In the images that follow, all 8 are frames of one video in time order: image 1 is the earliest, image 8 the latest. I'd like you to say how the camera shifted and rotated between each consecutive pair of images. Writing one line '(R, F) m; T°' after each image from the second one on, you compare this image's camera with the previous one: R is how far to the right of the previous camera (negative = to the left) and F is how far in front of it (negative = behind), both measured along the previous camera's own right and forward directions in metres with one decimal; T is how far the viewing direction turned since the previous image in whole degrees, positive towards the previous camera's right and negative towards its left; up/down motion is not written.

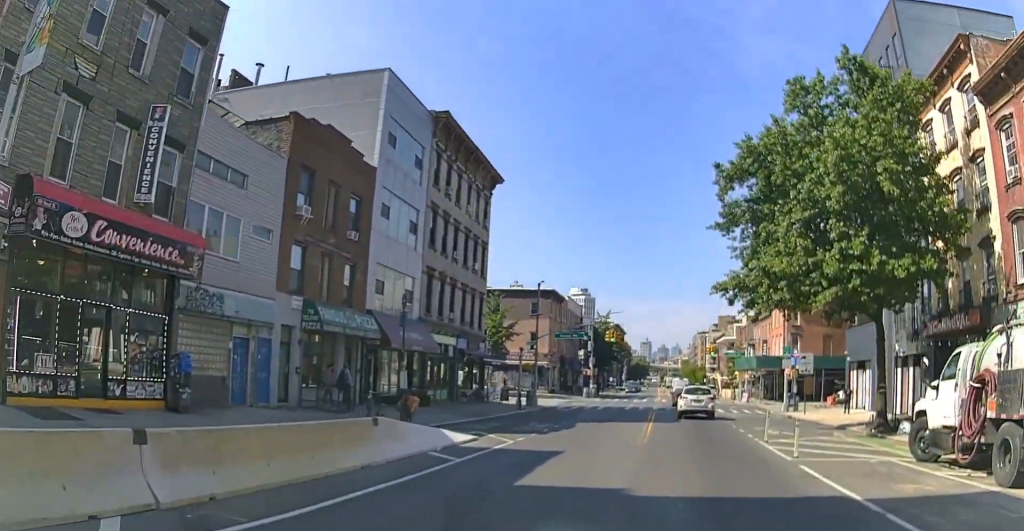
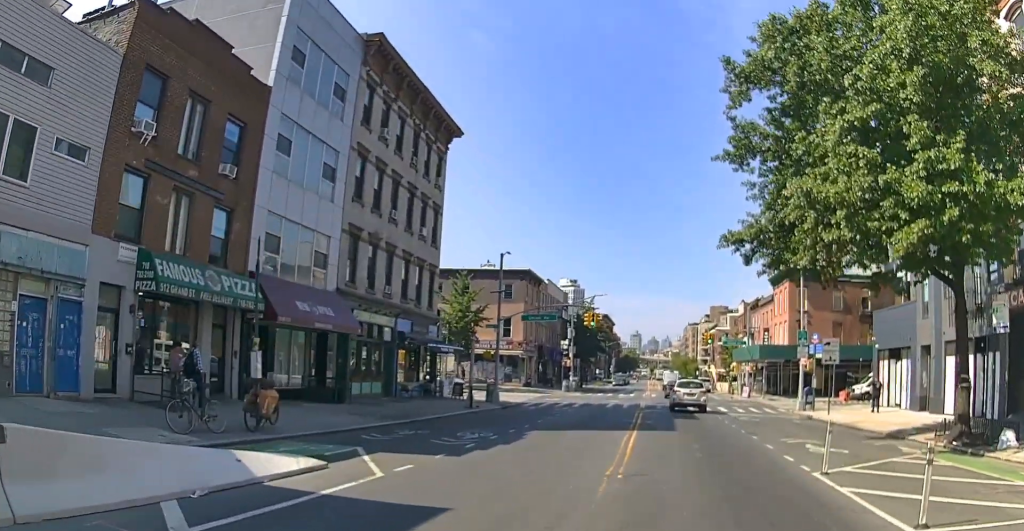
(+0.1, +8.0) m; 0°
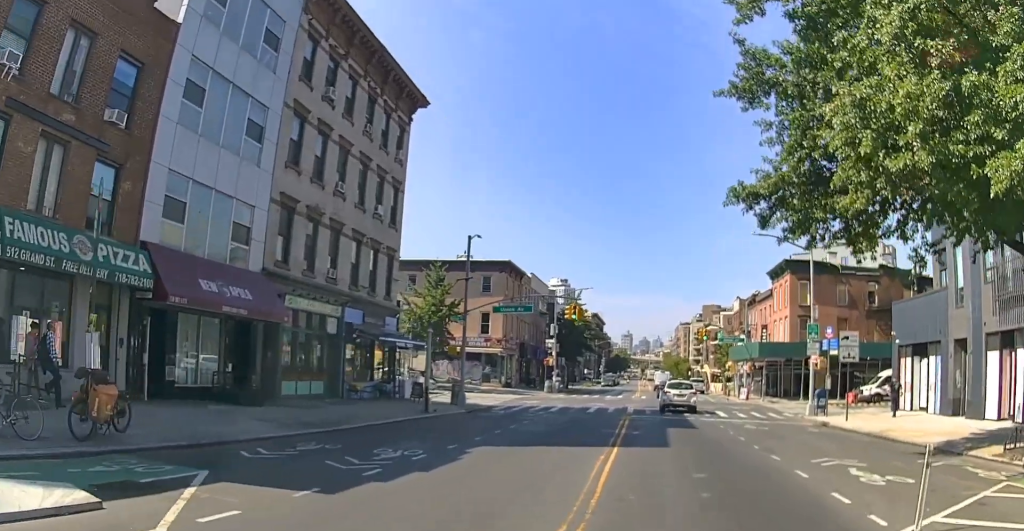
(-0.1, +4.7) m; 0°
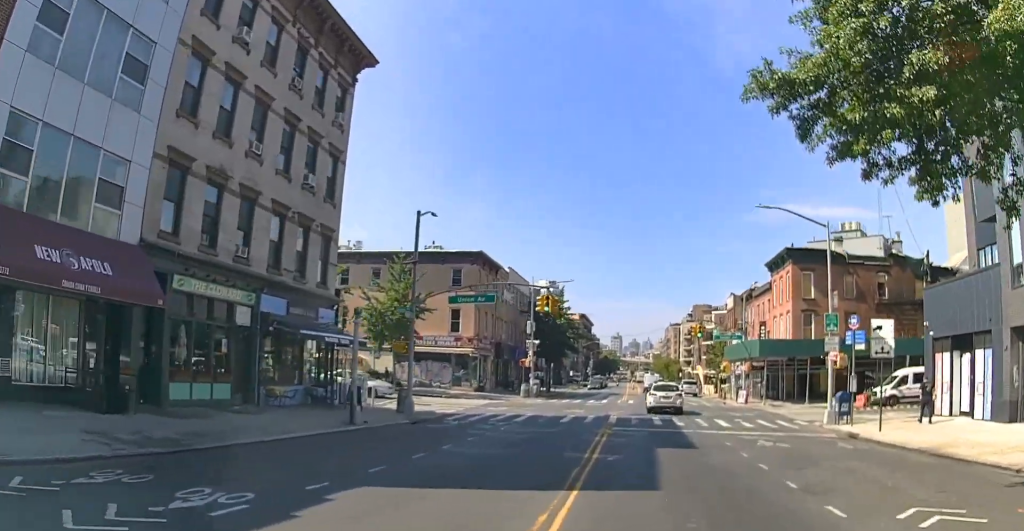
(-0.1, +5.6) m; 0°
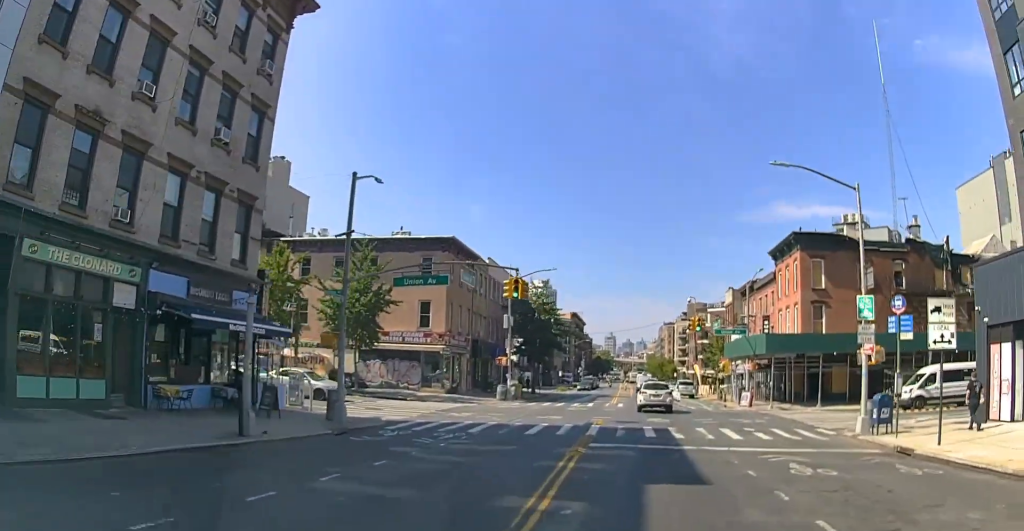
(+0.1, +5.6) m; +1°
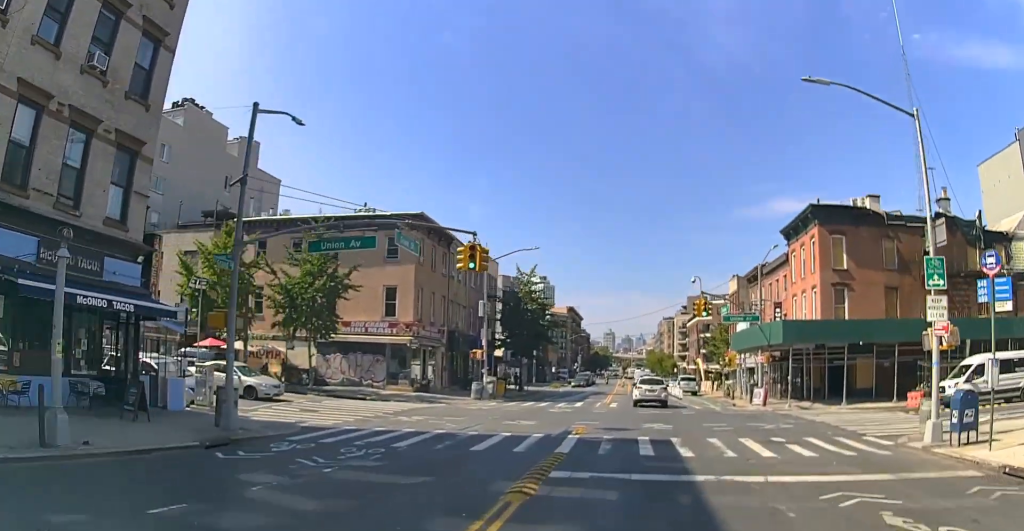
(0.0, +5.9) m; 0°
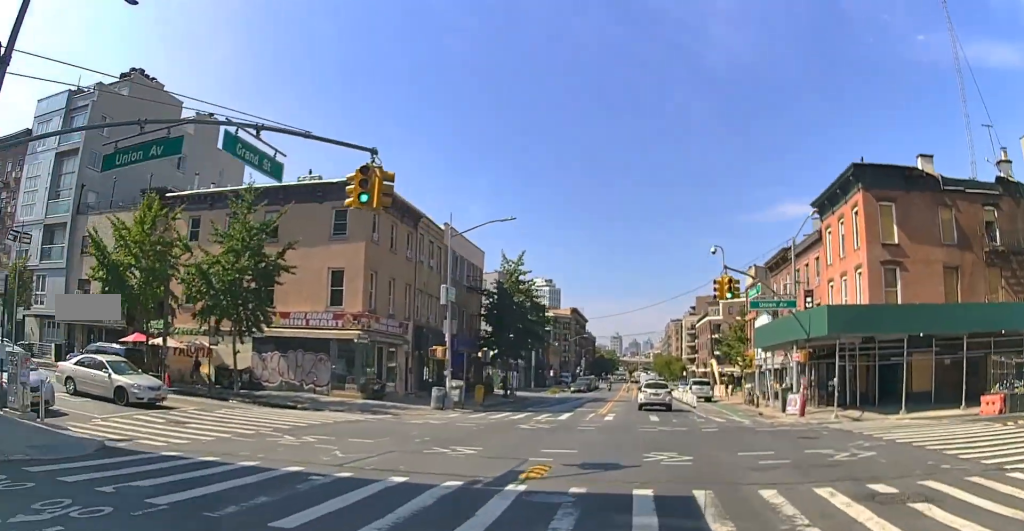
(0.0, +8.3) m; -1°
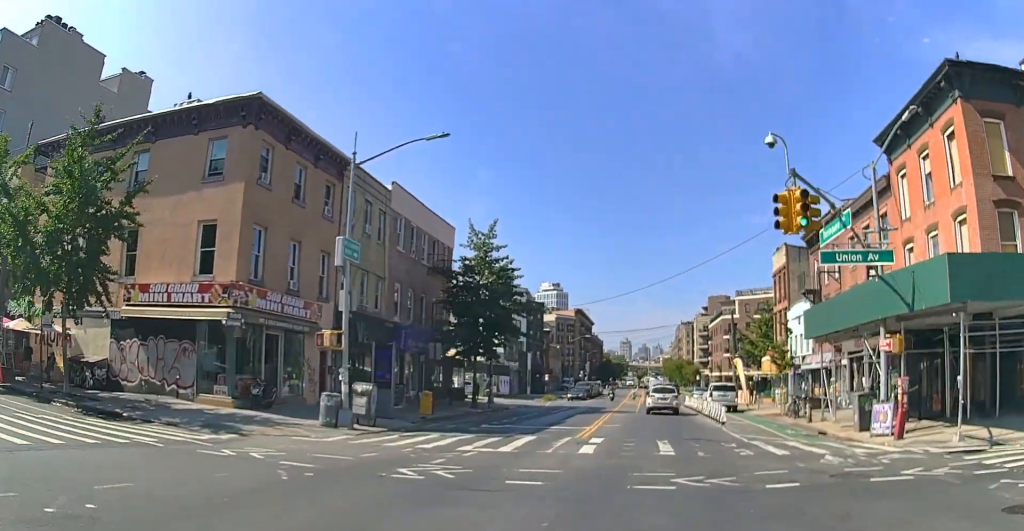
(0.0, +11.5) m; +1°
